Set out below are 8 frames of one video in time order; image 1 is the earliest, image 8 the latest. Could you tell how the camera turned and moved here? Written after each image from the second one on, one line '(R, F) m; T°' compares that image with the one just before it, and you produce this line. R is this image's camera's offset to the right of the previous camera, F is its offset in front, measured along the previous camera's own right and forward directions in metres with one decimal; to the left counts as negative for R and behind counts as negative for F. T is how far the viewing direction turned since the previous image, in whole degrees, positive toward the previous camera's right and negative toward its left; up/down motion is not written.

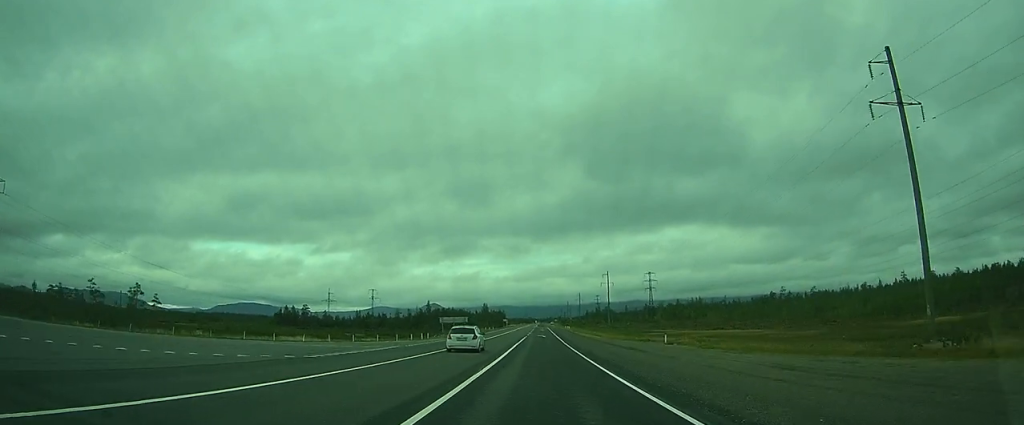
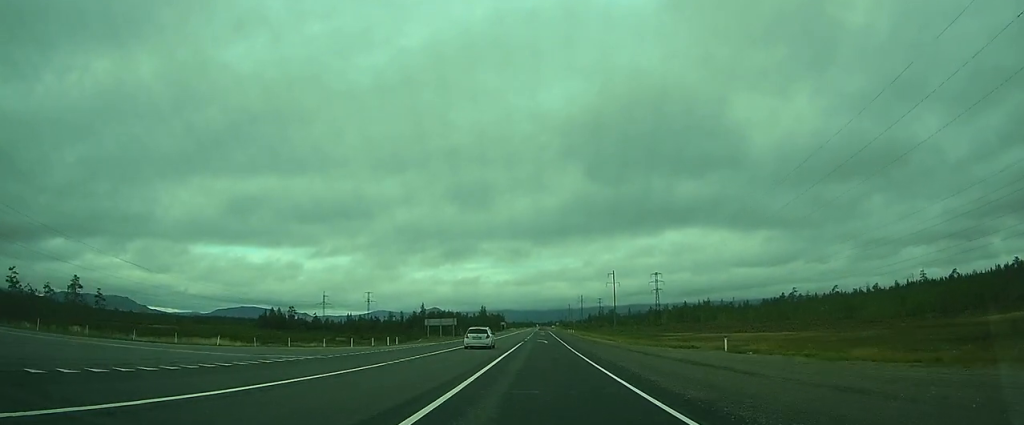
(+0.1, +16.3) m; +1°
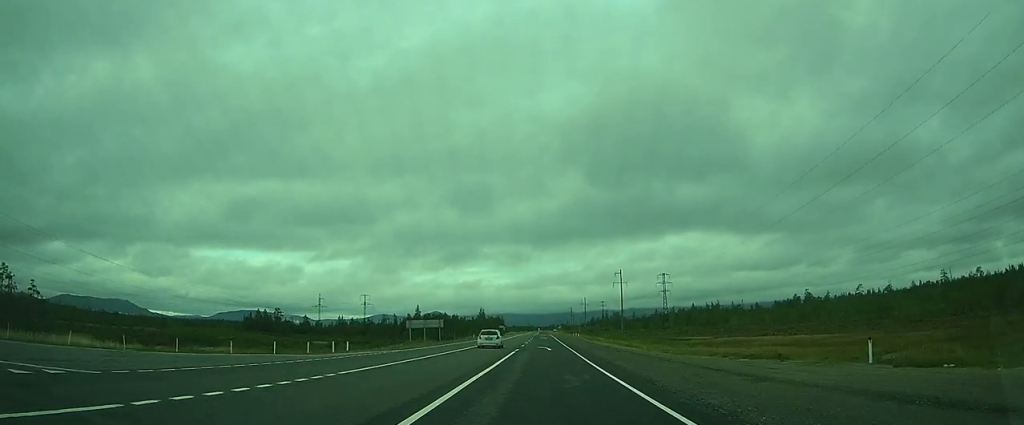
(+0.2, +15.1) m; 0°
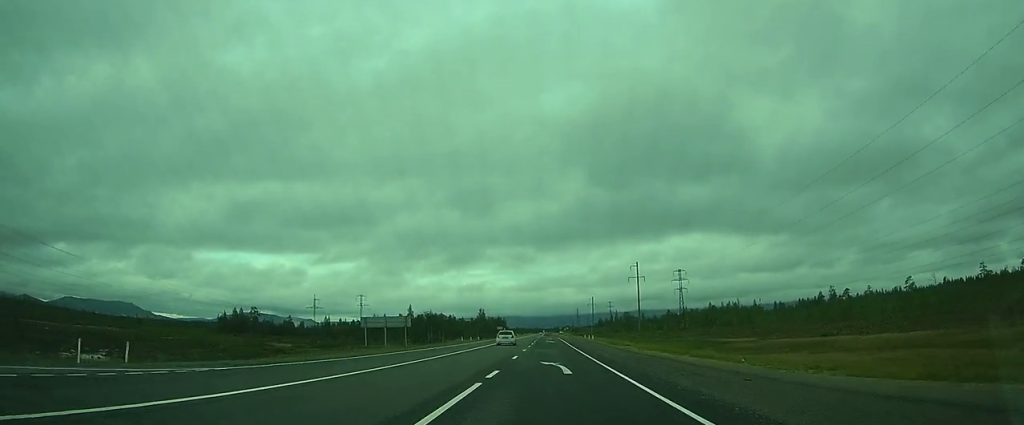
(+0.1, +24.3) m; 0°
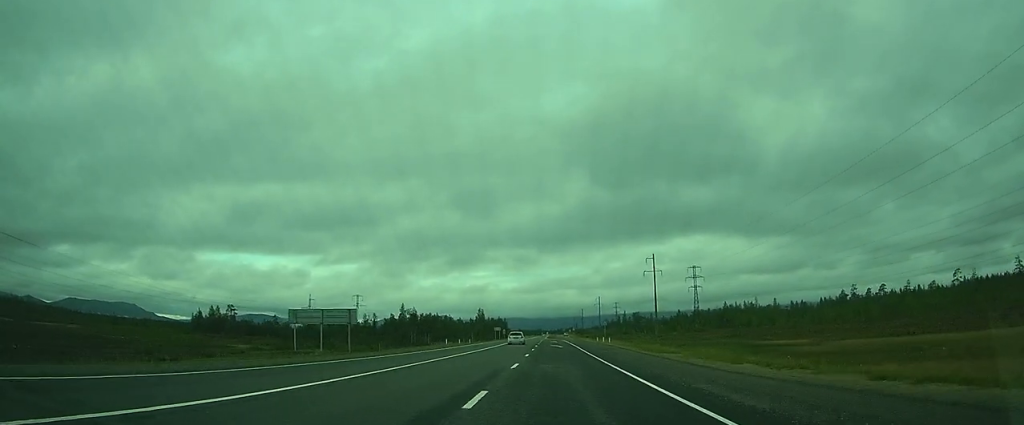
(0.0, +19.3) m; 0°
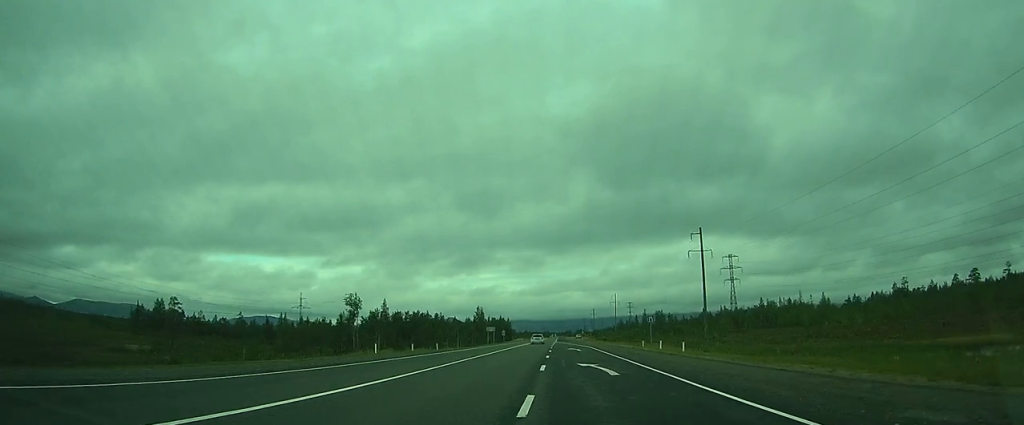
(-0.2, +37.1) m; -2°
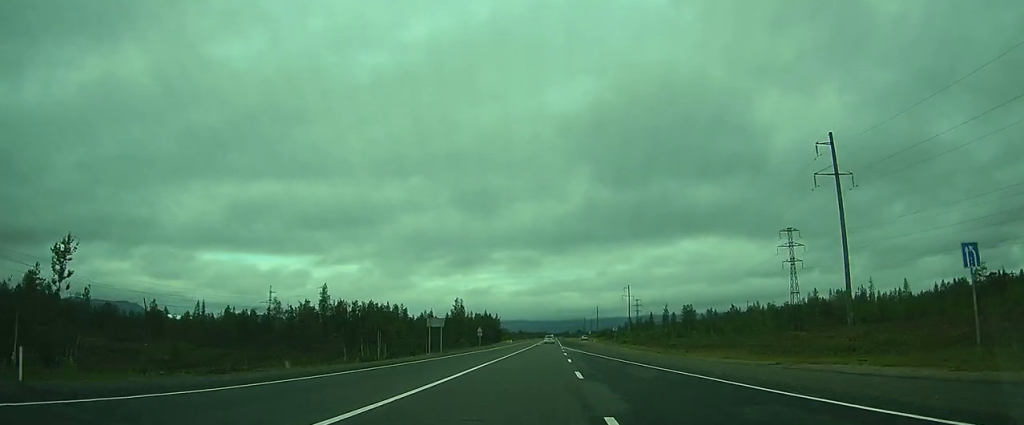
(-0.7, +53.1) m; 0°
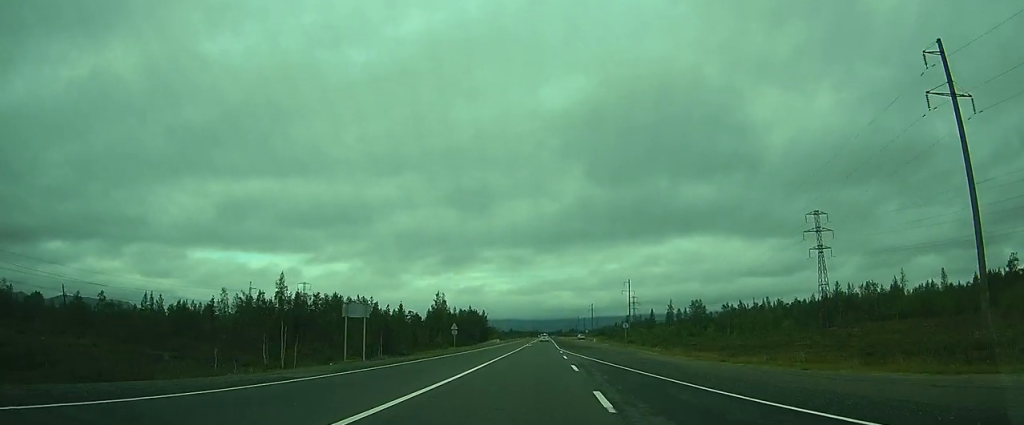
(0.0, +20.8) m; 0°
